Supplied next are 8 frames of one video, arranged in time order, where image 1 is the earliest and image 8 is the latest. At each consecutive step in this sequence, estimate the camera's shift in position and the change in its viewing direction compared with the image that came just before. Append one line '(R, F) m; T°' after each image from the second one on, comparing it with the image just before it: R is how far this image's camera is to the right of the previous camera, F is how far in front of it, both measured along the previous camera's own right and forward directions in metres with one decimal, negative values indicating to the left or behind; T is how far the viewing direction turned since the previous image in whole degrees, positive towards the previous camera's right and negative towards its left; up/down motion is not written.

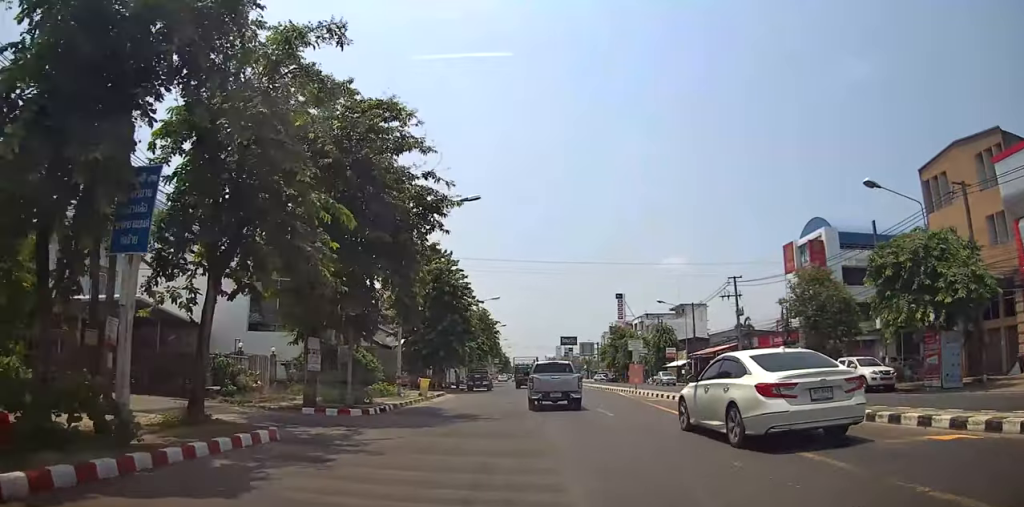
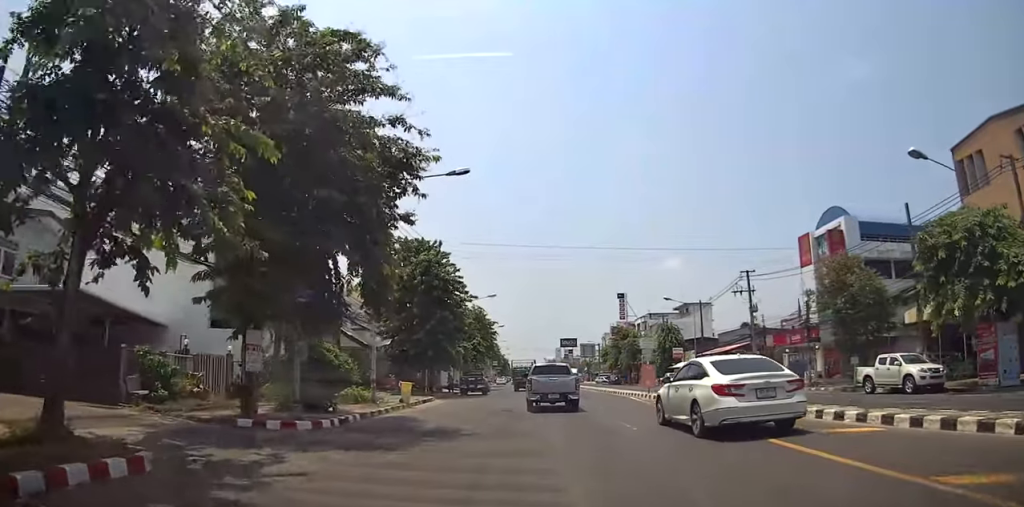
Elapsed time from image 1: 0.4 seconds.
(-0.1, +3.8) m; 0°
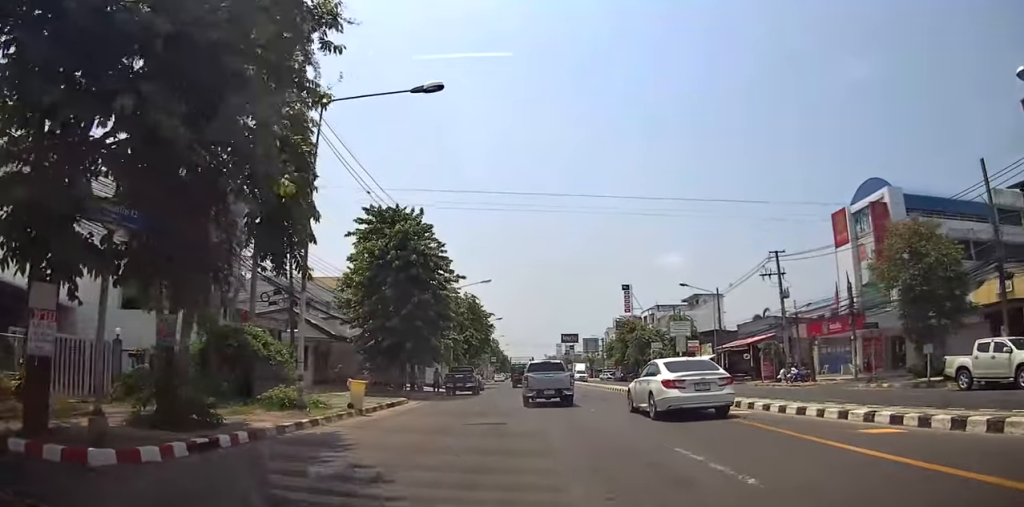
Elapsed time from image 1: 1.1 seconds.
(+0.1, +6.6) m; 0°
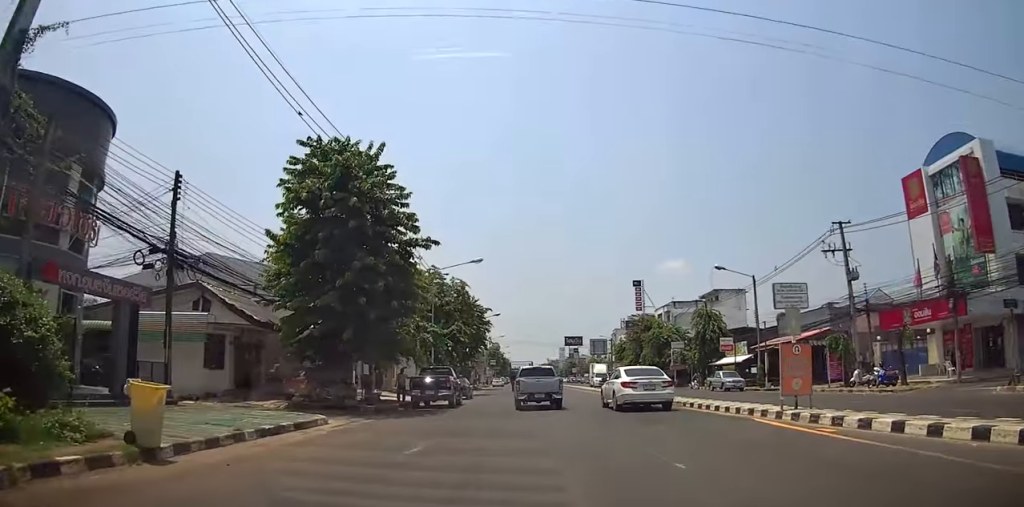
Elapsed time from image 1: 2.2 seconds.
(0.0, +9.9) m; -1°
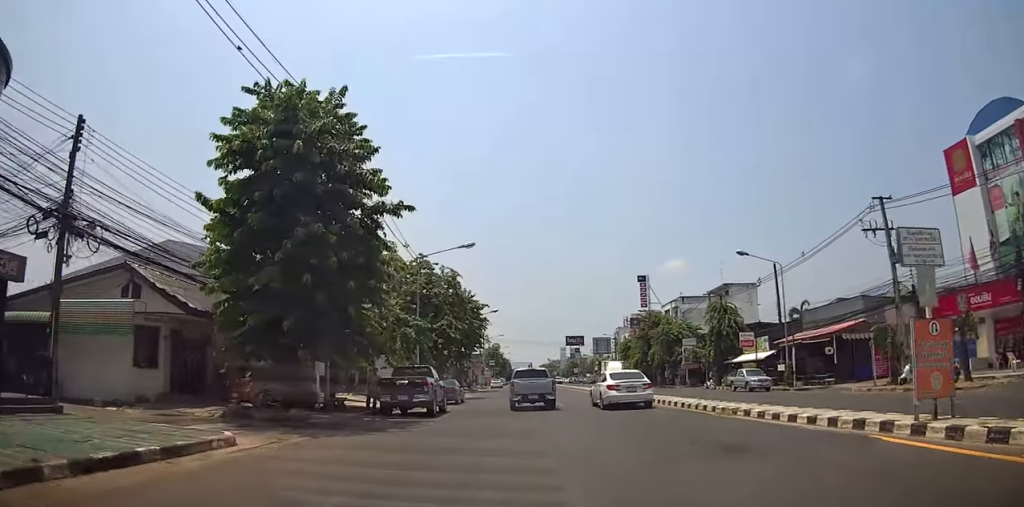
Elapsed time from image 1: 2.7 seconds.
(0.0, +4.7) m; -1°
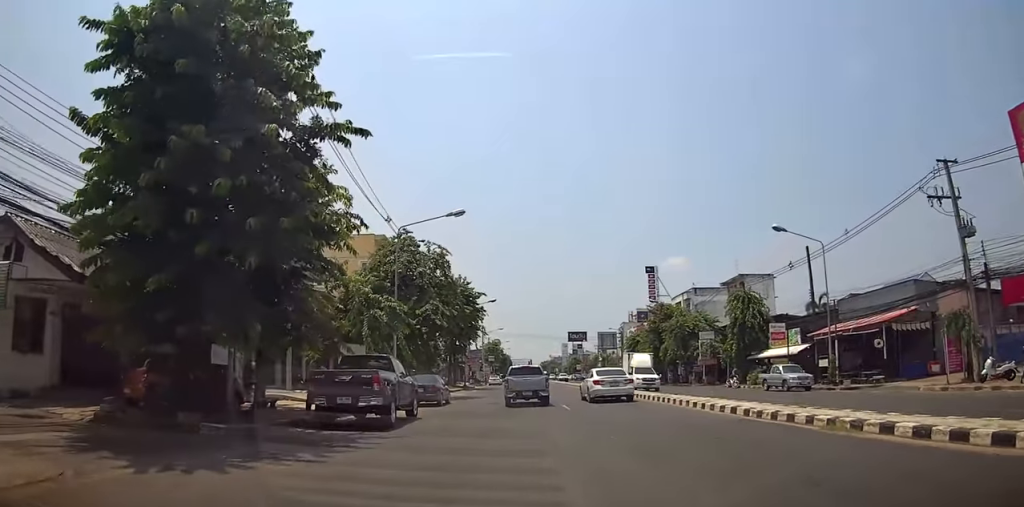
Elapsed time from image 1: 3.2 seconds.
(0.0, +5.5) m; -2°
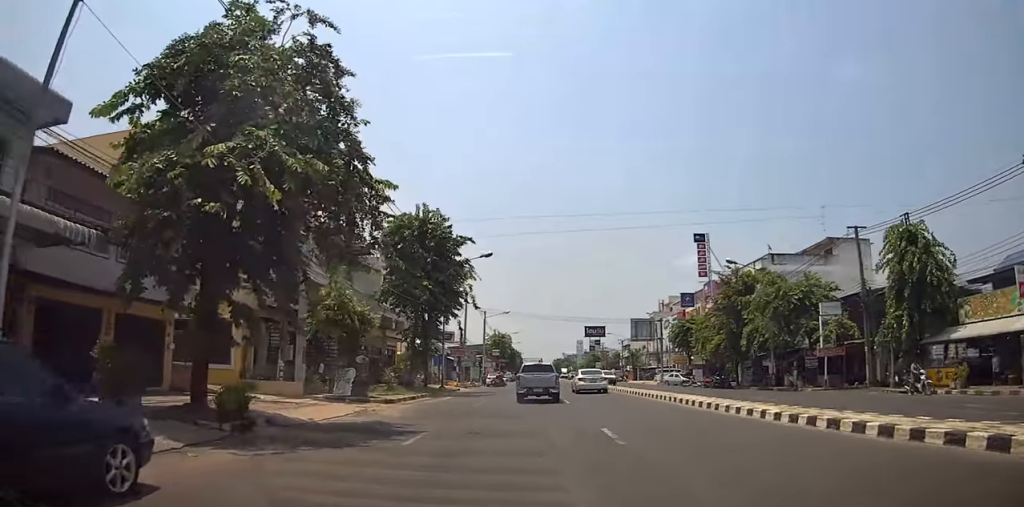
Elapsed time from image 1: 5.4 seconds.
(0.0, +20.5) m; +3°
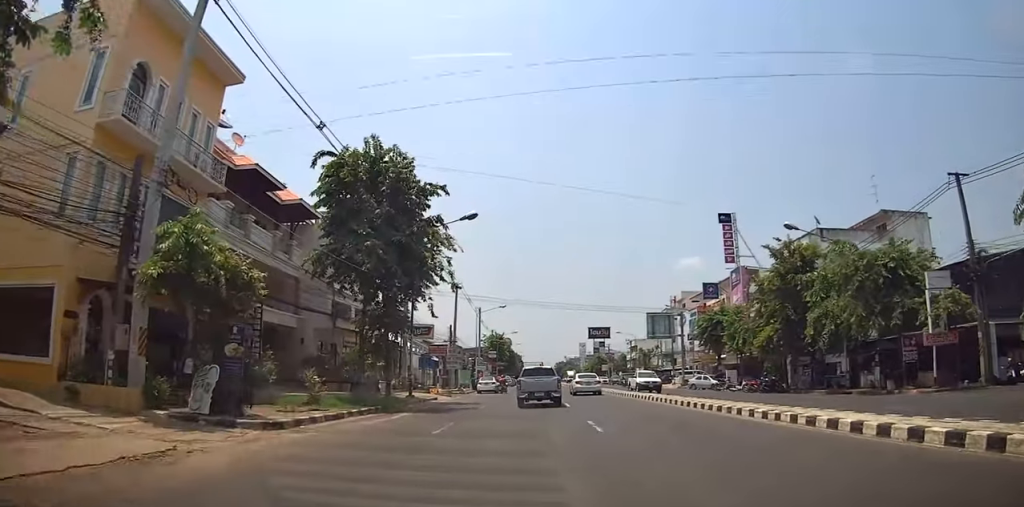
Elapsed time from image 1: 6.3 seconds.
(+0.2, +9.7) m; -2°
